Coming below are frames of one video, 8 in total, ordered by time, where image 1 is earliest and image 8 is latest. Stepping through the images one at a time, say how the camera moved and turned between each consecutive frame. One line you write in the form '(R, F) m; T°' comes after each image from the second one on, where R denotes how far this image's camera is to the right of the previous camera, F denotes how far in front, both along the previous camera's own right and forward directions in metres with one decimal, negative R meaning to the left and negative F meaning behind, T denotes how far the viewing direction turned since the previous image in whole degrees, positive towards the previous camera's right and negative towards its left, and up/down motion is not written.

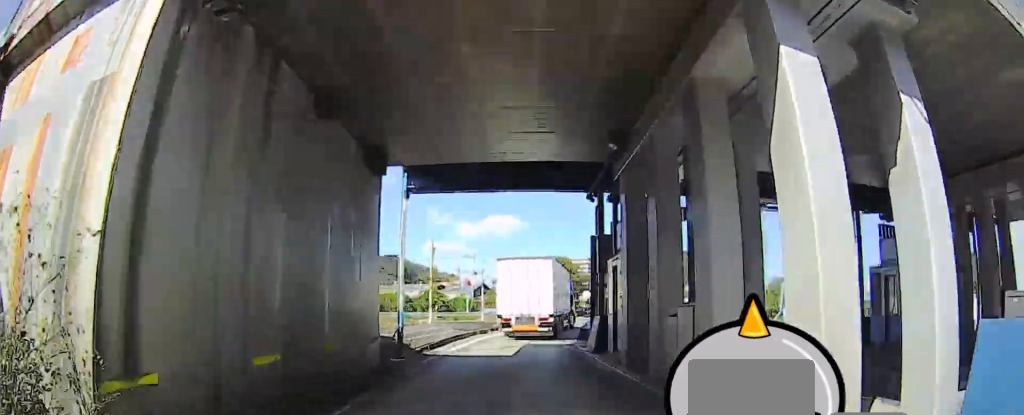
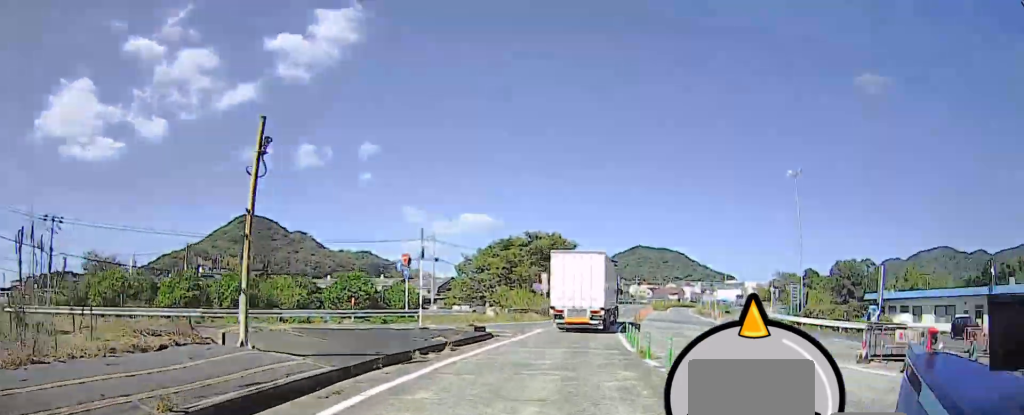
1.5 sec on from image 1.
(-0.6, +15.1) m; -2°
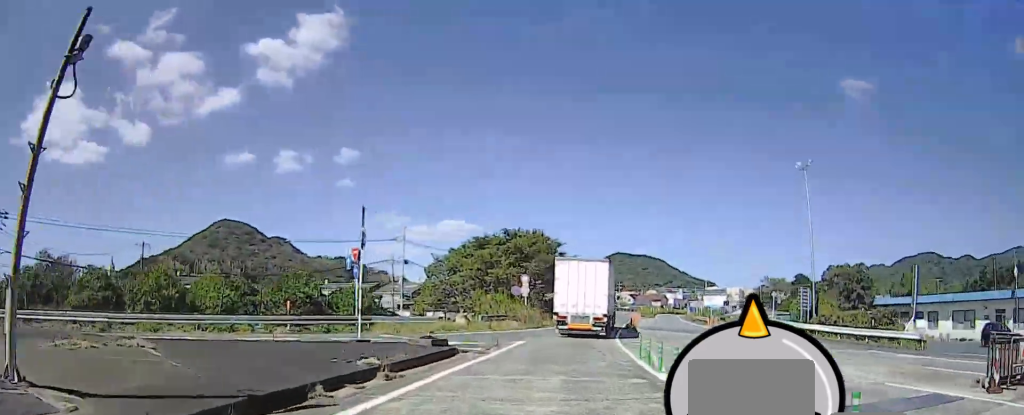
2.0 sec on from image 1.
(-0.1, +4.2) m; +6°
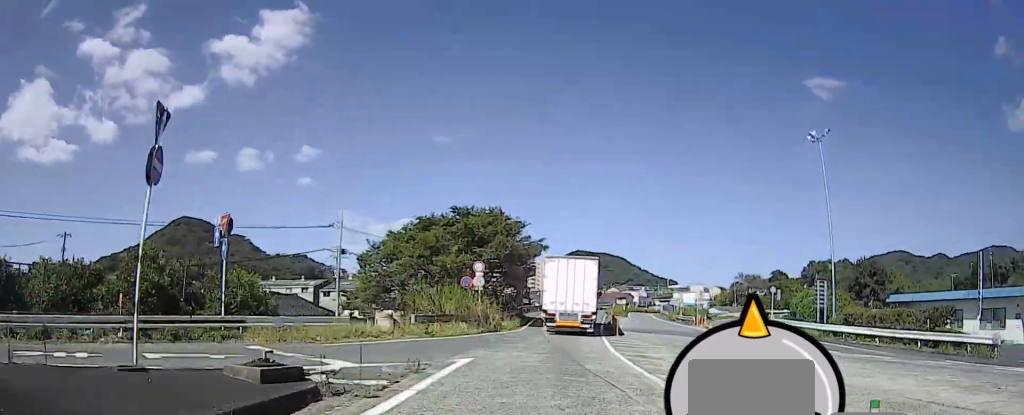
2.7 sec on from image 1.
(+0.3, +6.2) m; +9°
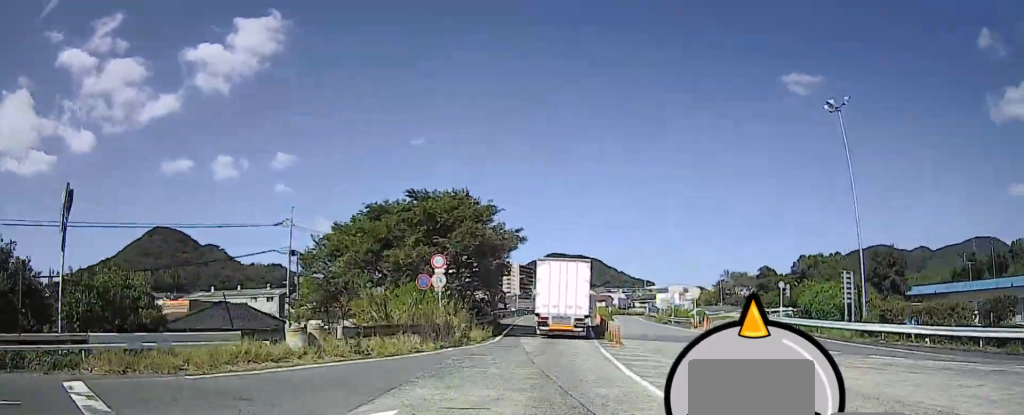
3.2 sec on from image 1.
(+0.7, +4.7) m; +6°
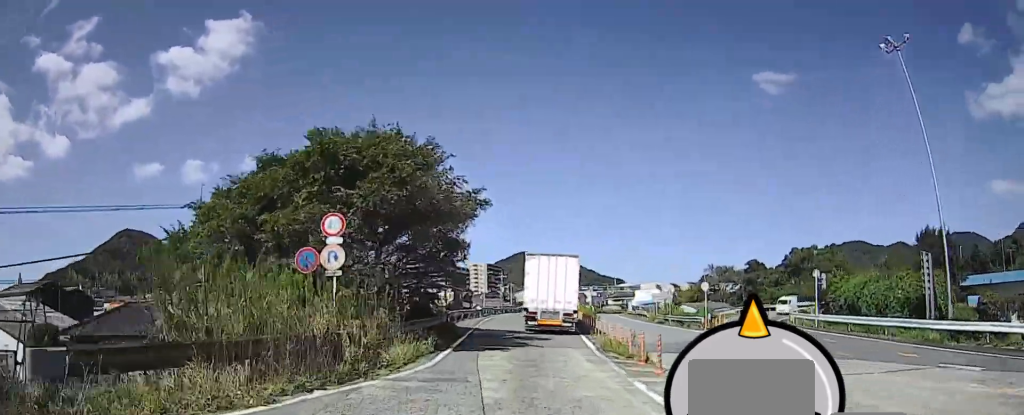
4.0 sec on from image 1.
(+0.5, +10.4) m; +3°
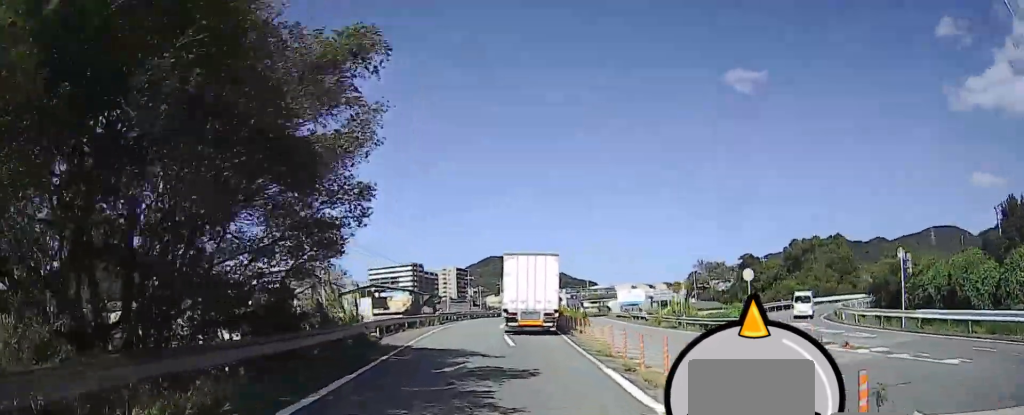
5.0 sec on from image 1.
(0.0, +15.1) m; 0°
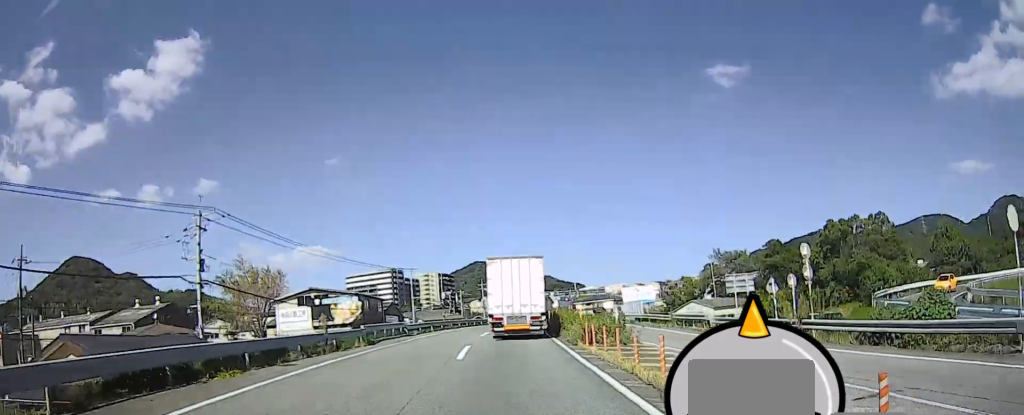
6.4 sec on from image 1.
(0.0, +24.5) m; 0°
